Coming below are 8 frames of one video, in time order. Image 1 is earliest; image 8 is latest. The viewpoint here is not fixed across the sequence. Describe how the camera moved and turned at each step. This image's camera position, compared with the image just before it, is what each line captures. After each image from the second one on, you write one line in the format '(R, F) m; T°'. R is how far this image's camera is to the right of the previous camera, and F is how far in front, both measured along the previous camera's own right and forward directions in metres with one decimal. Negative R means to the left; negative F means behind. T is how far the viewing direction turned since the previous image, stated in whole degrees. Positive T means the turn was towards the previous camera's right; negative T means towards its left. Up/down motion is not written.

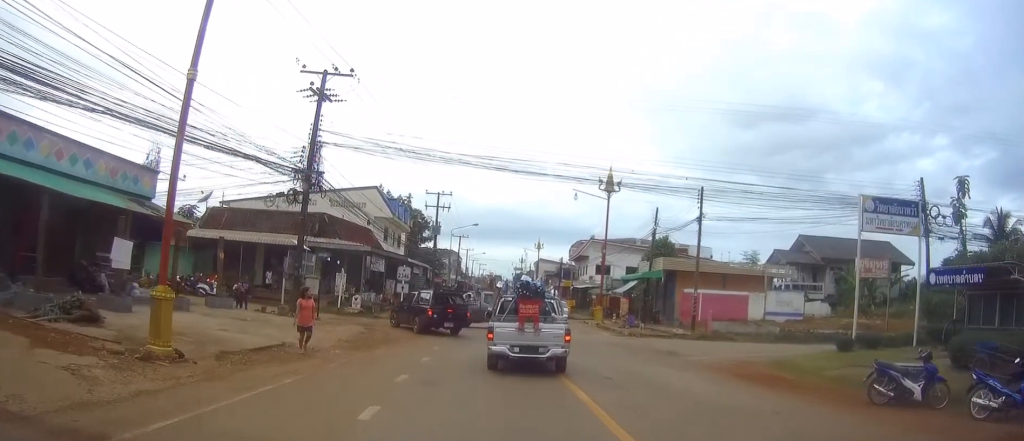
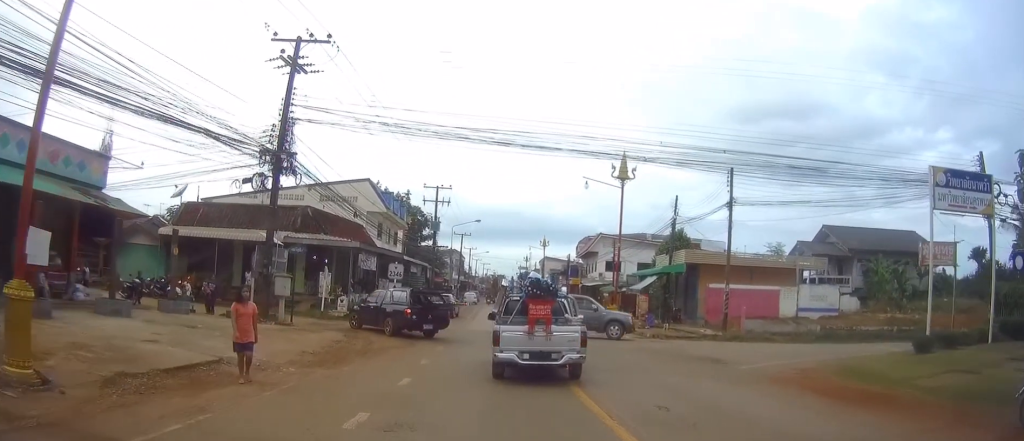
(0.0, +4.7) m; -2°
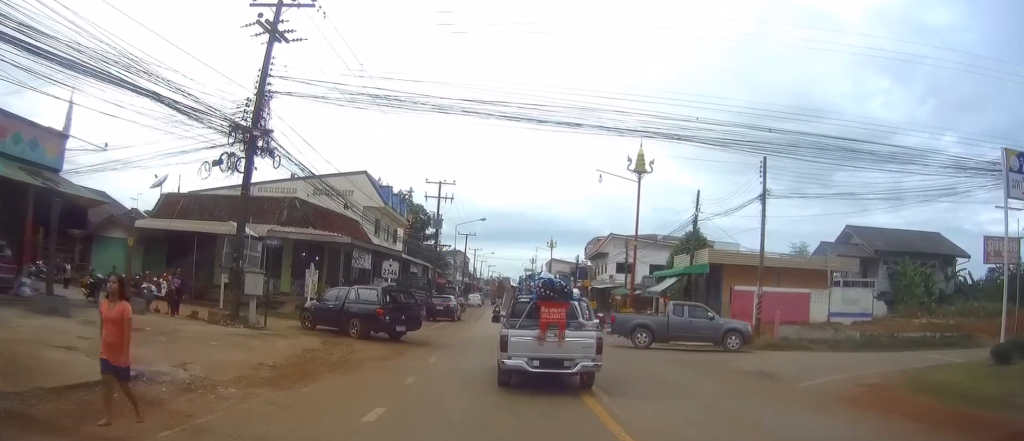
(-0.1, +3.9) m; -1°
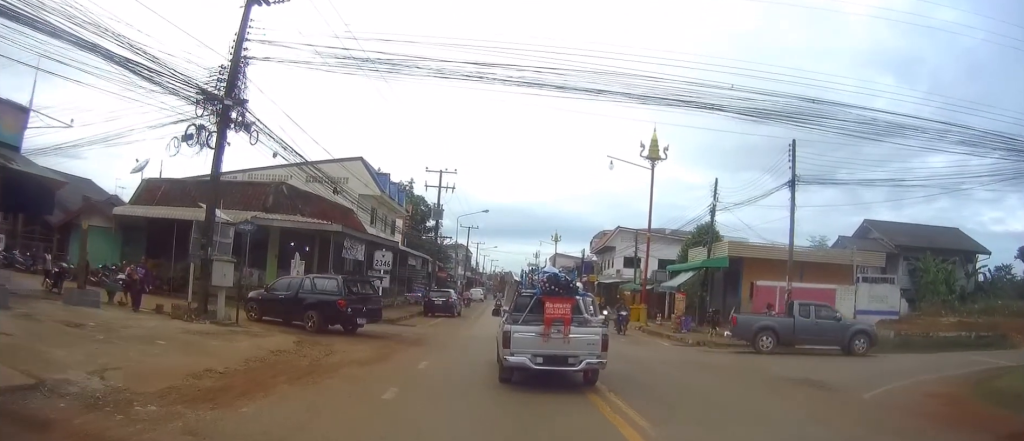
(0.0, +3.0) m; 0°
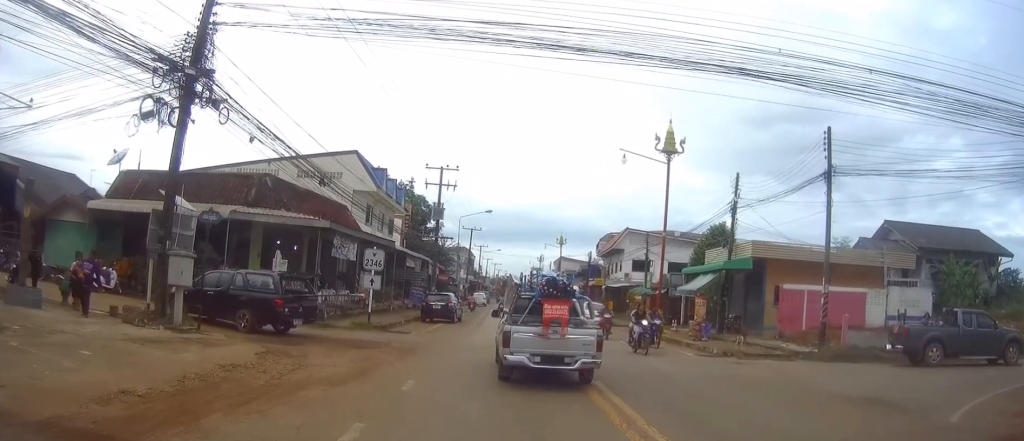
(0.0, +3.3) m; 0°
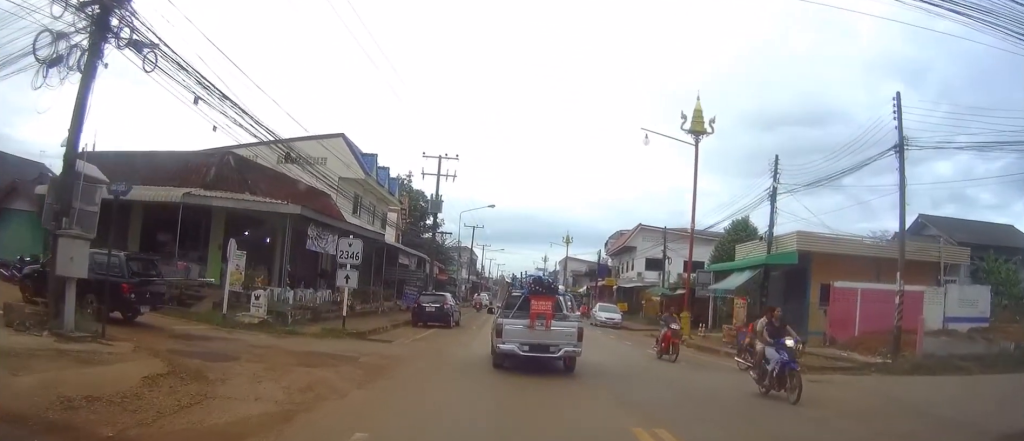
(-0.1, +5.4) m; +1°
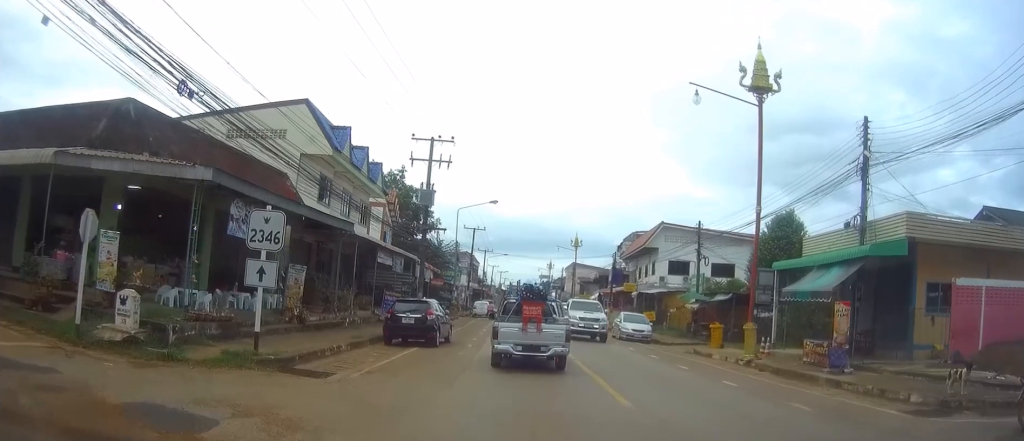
(+0.4, +8.1) m; +4°
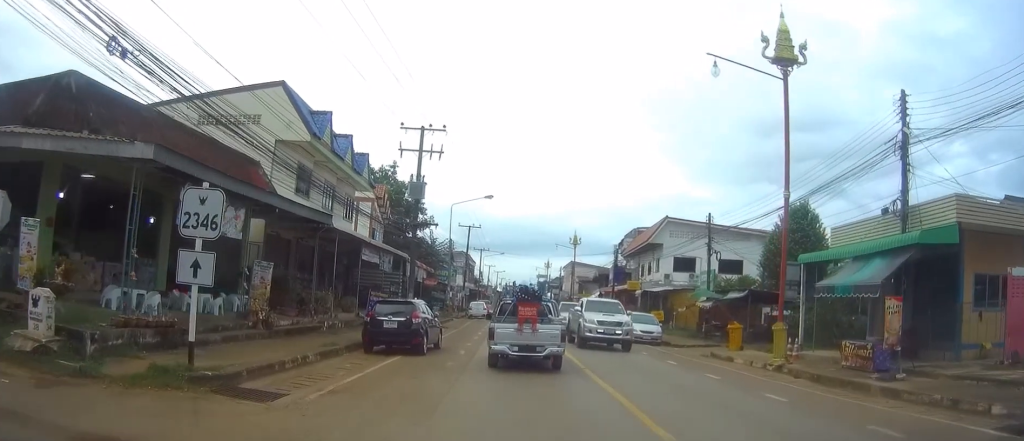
(-0.1, +2.8) m; 0°
